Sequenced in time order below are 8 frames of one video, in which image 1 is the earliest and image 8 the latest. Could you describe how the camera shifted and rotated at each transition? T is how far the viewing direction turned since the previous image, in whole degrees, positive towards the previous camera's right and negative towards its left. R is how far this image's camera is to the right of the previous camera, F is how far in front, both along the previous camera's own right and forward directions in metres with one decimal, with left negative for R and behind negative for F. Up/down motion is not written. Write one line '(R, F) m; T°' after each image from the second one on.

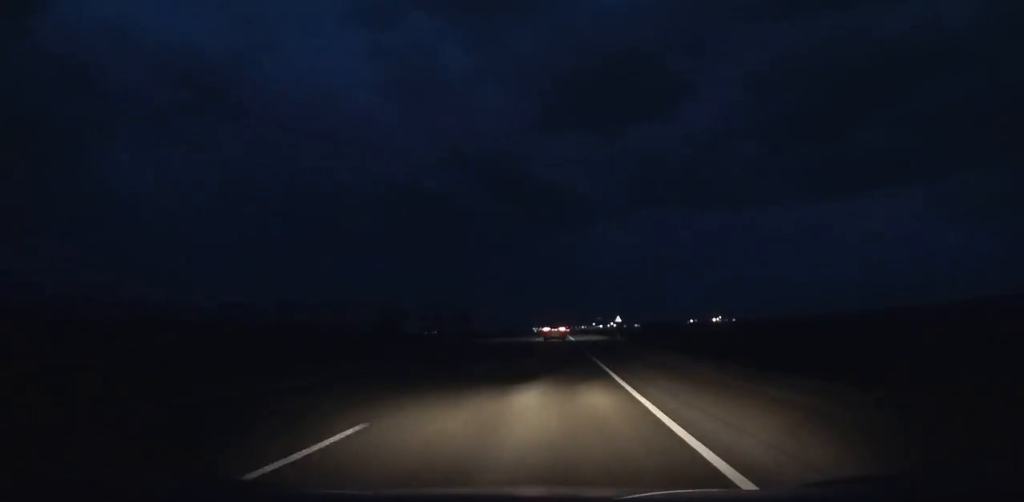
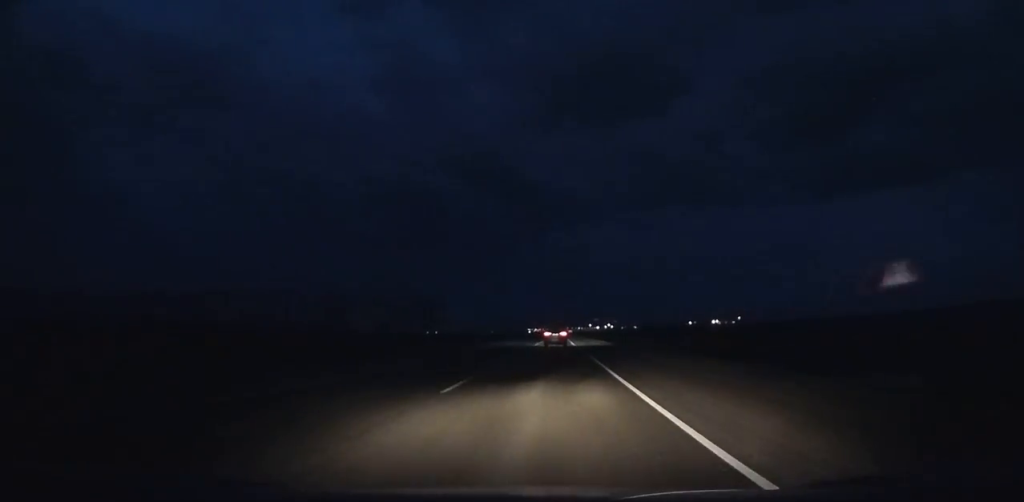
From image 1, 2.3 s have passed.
(+0.2, +63.8) m; 0°
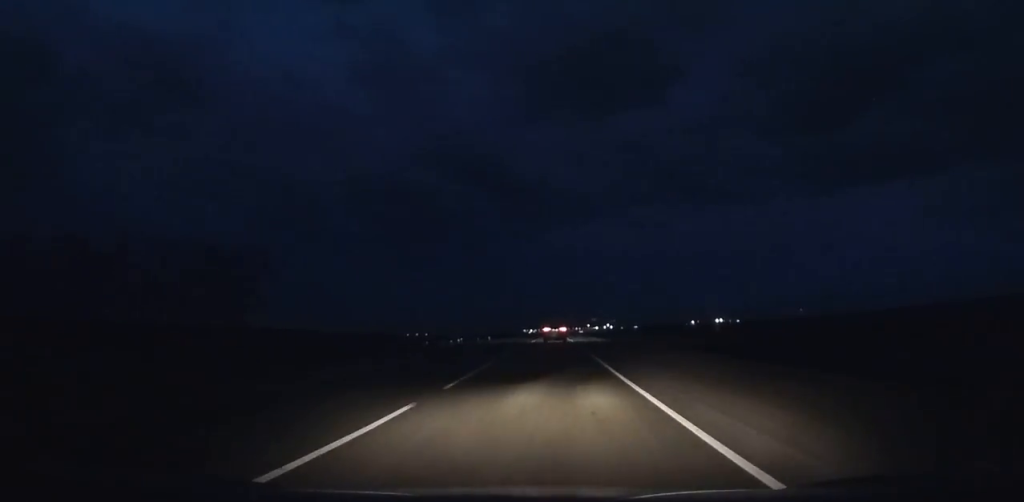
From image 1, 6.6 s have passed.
(+0.5, +119.0) m; 0°
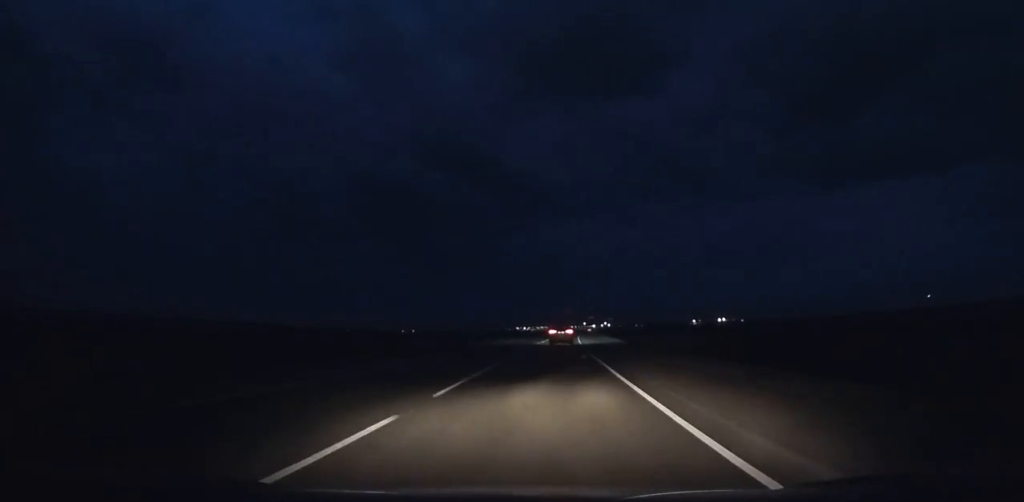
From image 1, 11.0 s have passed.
(+0.6, +121.4) m; +1°
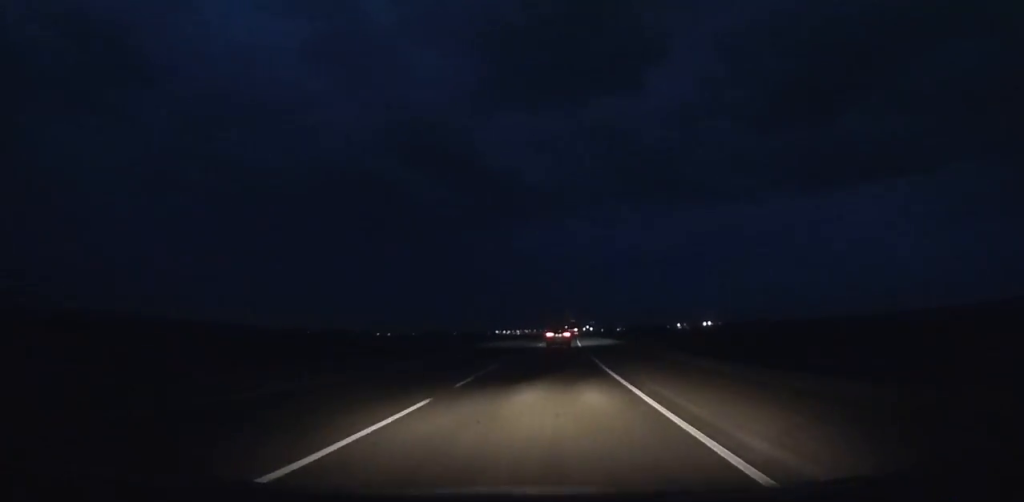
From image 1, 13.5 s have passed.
(+1.0, +68.9) m; +2°
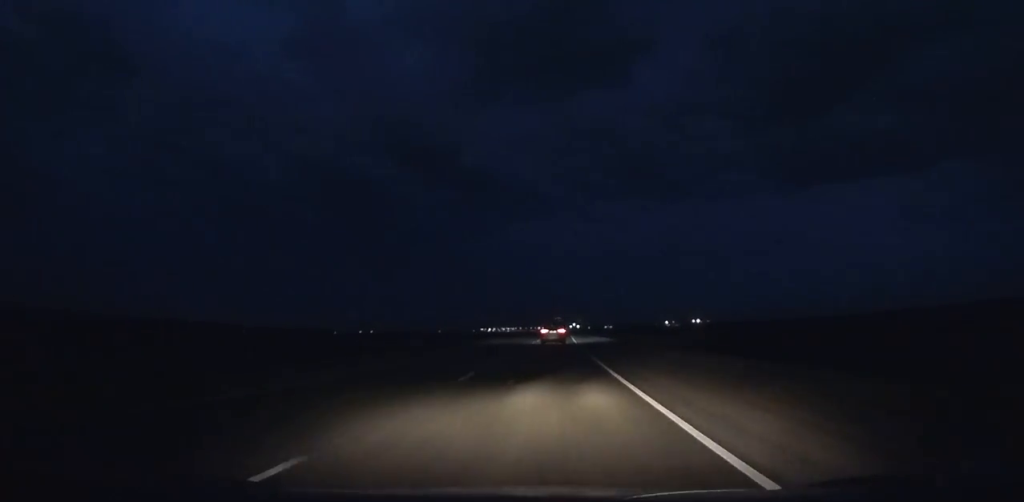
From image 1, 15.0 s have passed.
(+0.2, +41.4) m; +1°
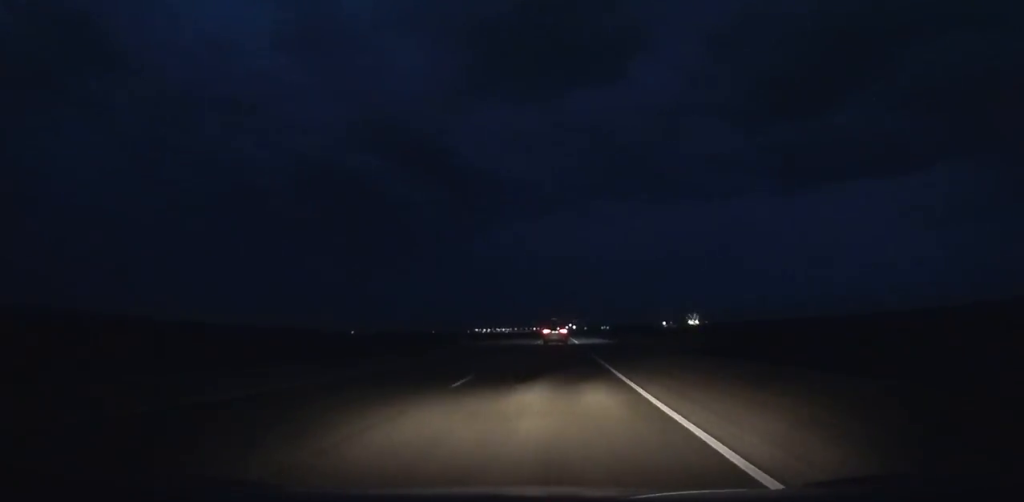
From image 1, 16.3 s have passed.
(+0.6, +36.0) m; 0°
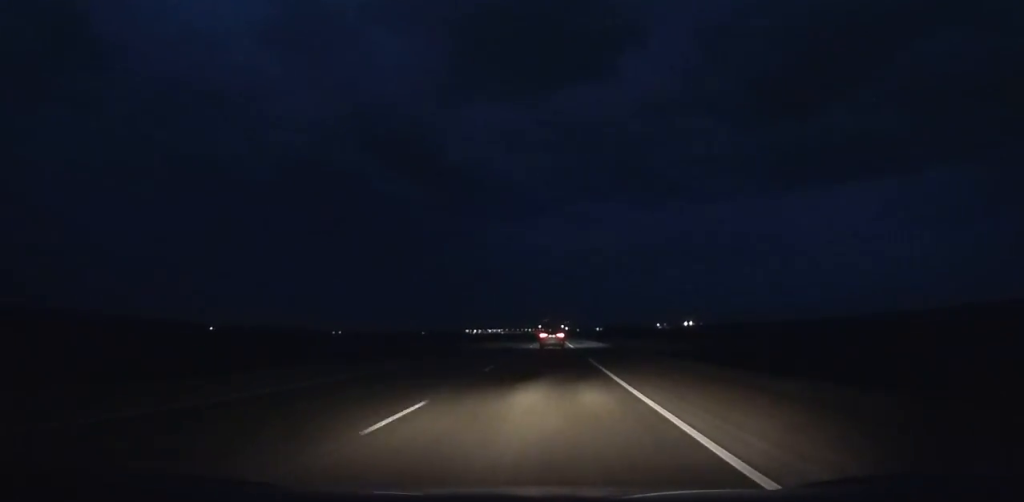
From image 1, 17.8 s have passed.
(+0.4, +41.4) m; 0°
